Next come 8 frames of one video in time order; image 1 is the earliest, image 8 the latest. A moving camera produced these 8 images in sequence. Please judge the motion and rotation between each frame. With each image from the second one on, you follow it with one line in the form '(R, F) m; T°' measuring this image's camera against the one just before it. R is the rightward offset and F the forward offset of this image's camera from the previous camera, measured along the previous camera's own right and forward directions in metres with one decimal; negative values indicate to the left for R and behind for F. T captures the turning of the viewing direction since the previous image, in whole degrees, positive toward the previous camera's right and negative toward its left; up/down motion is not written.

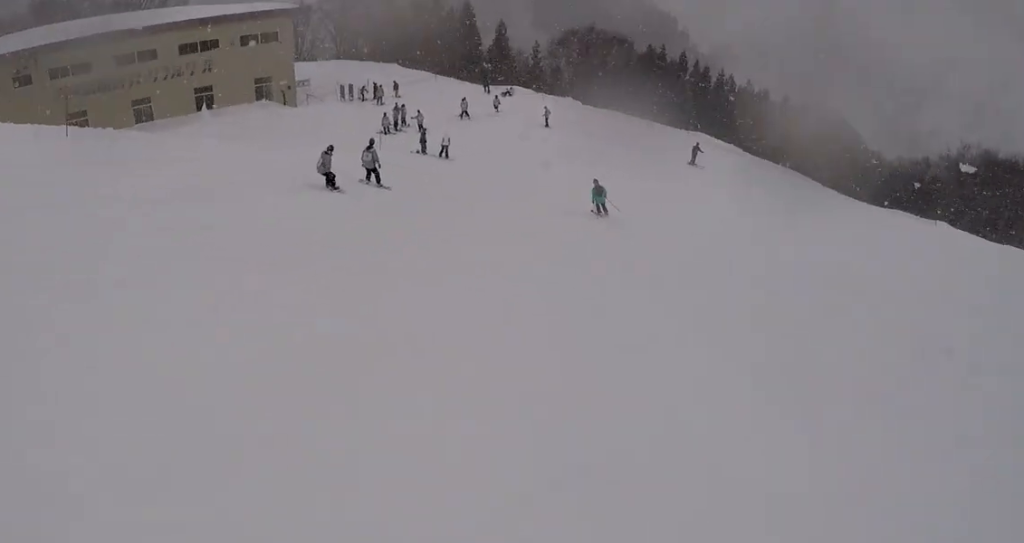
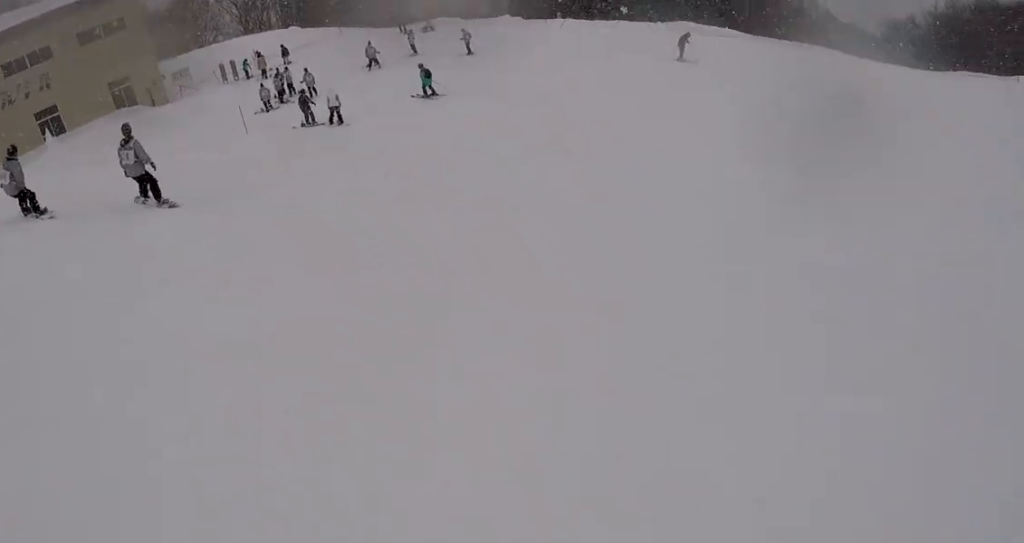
(-1.3, +10.8) m; -7°
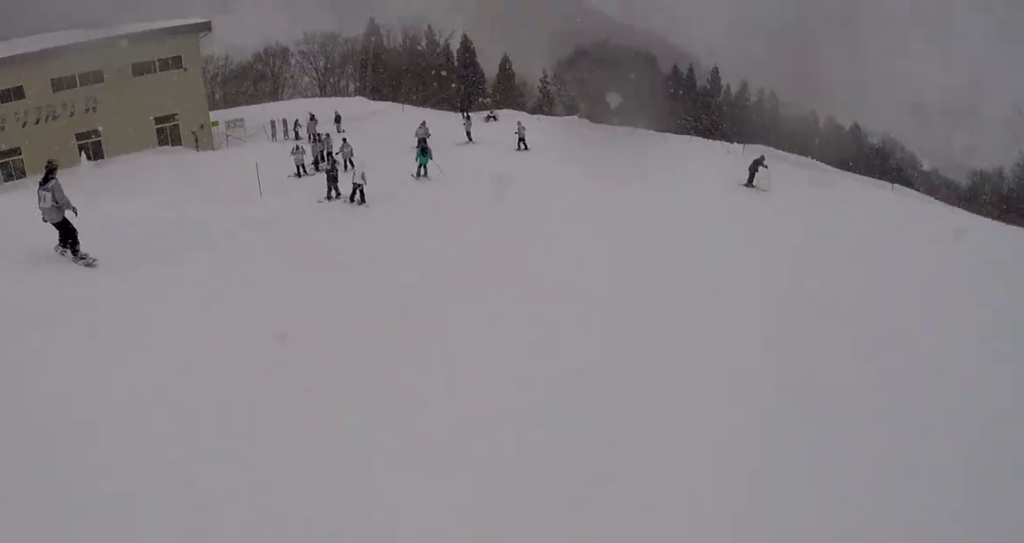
(+0.4, +3.1) m; -3°
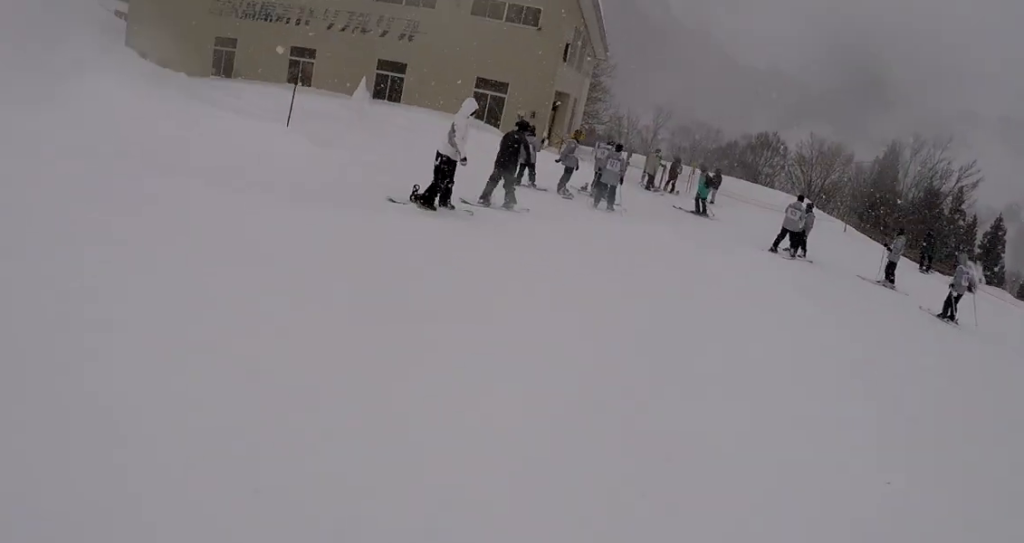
(-4.2, +12.1) m; -43°
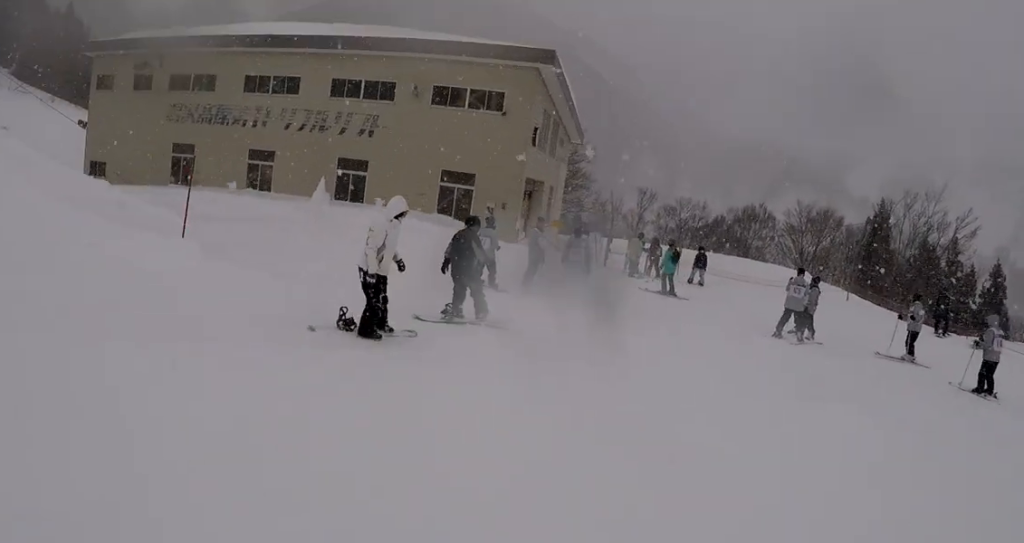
(-0.7, +2.4) m; -2°
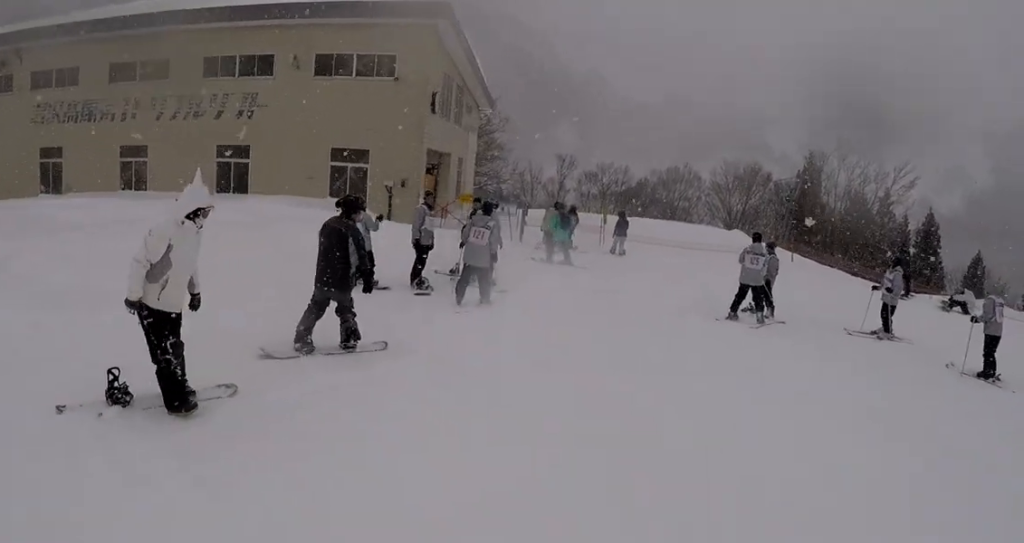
(+0.5, +2.6) m; +7°
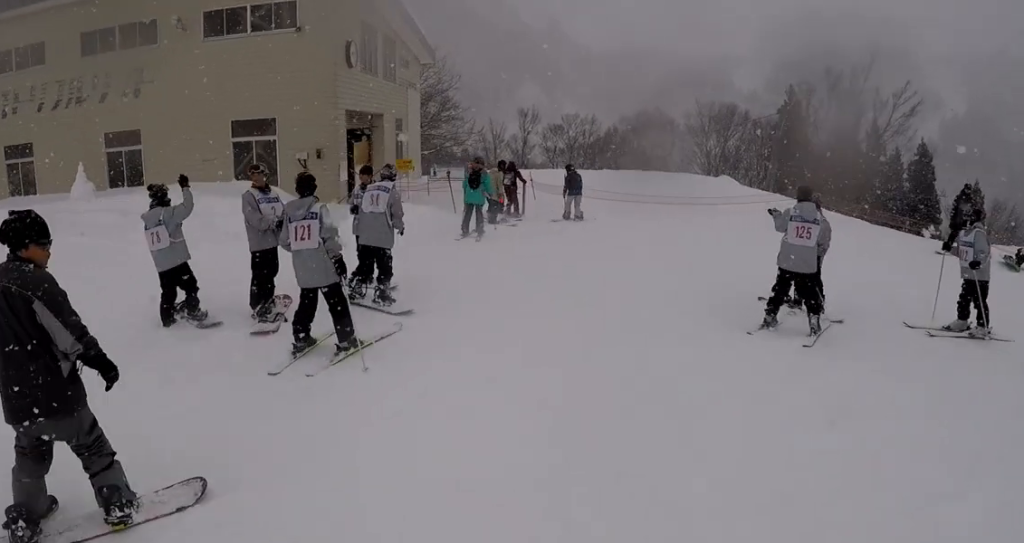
(+0.6, +4.0) m; +1°
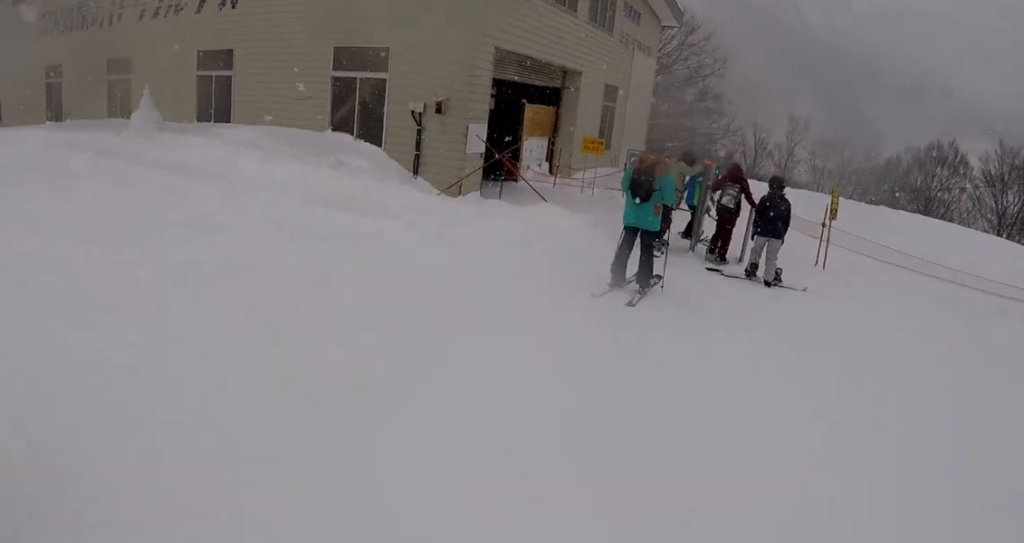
(-2.1, +5.6) m; -26°
